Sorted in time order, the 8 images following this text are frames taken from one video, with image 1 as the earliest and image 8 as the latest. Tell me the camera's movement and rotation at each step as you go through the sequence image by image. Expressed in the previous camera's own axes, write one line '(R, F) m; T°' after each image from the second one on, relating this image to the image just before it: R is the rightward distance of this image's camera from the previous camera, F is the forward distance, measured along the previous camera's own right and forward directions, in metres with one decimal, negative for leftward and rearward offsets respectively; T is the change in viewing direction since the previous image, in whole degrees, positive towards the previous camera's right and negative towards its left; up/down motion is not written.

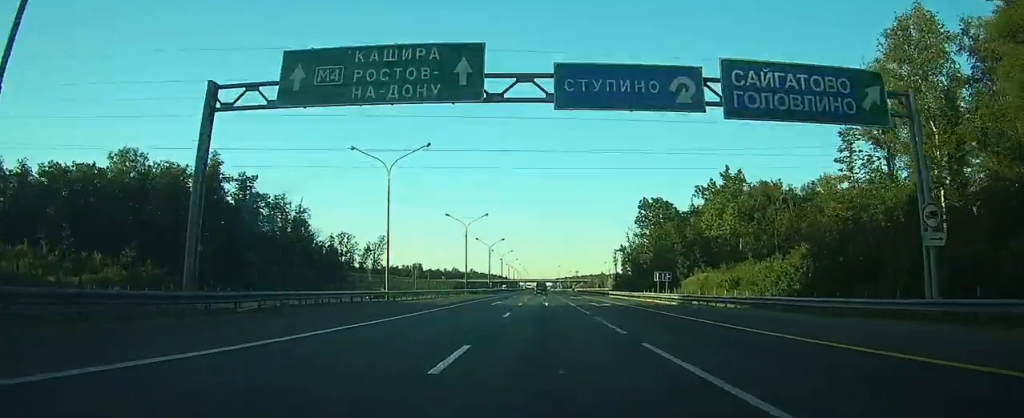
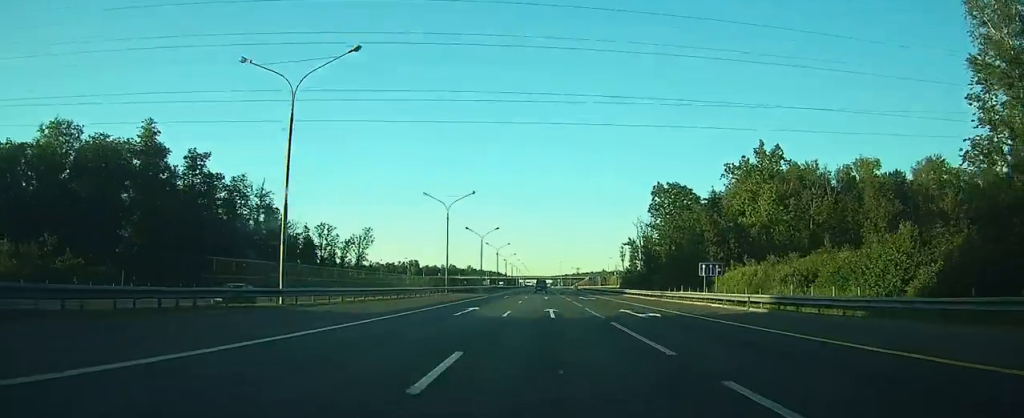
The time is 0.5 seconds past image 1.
(0.0, +17.6) m; 0°
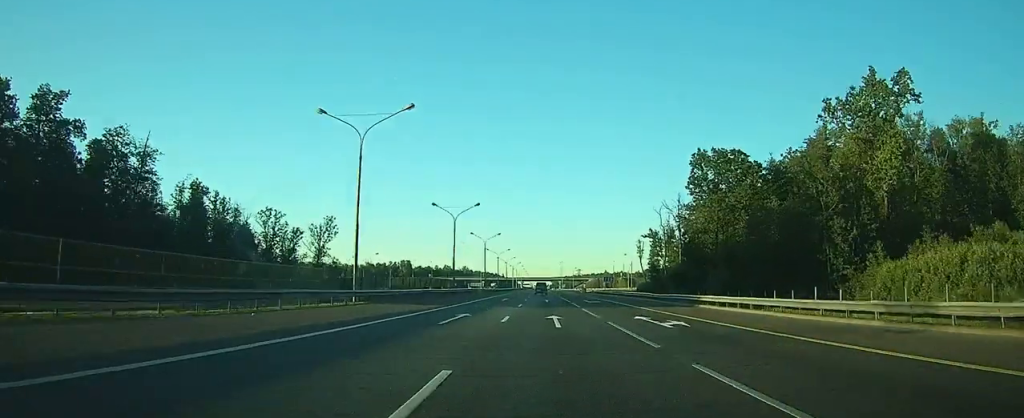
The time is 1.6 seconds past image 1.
(0.0, +34.1) m; 0°
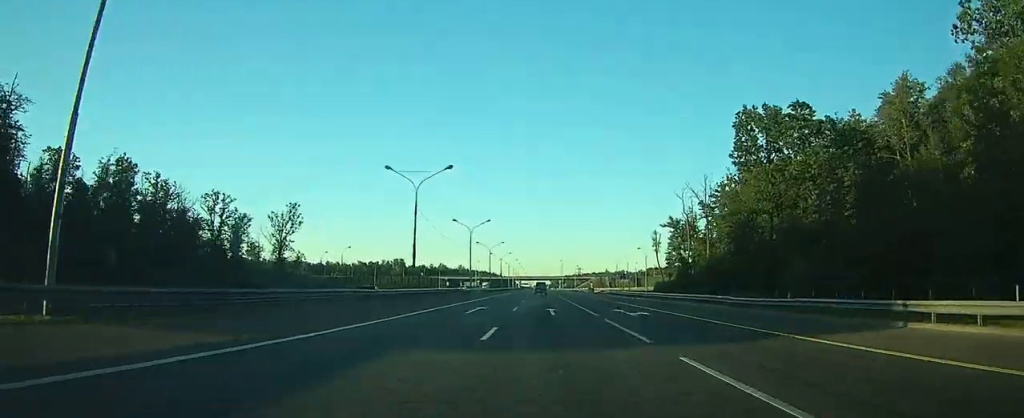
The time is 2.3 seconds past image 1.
(0.0, +23.1) m; 0°
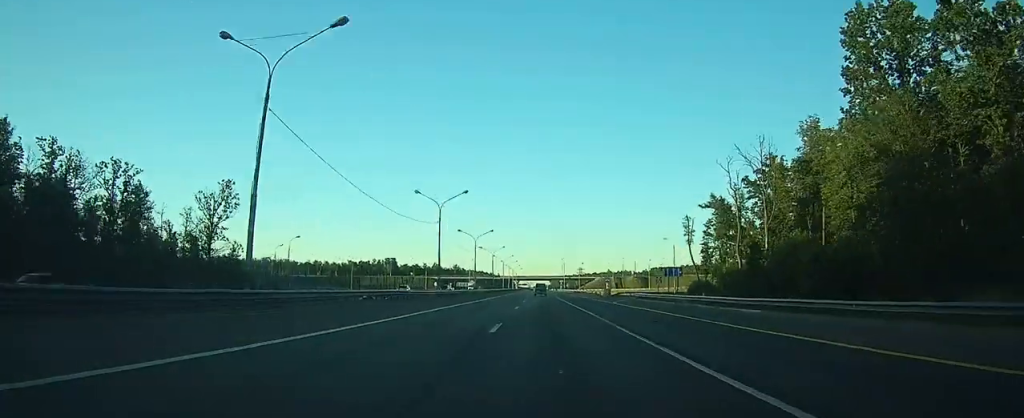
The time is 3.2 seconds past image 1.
(0.0, +29.6) m; 0°
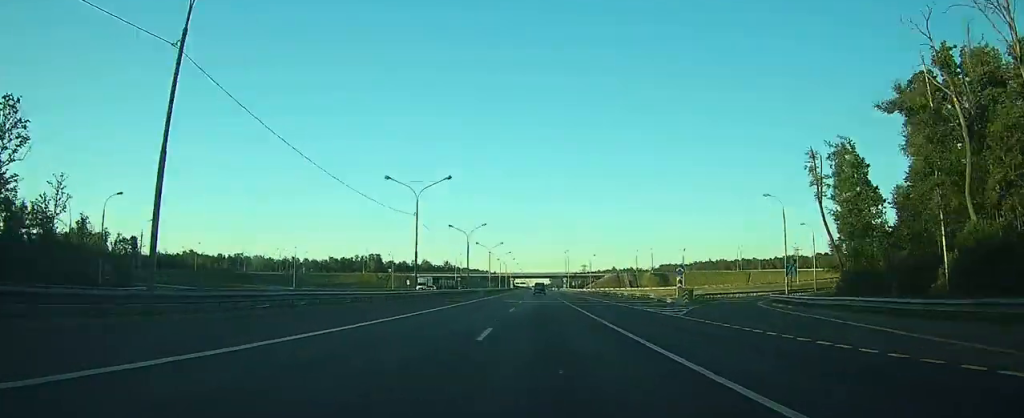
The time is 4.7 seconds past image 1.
(0.0, +50.3) m; 0°
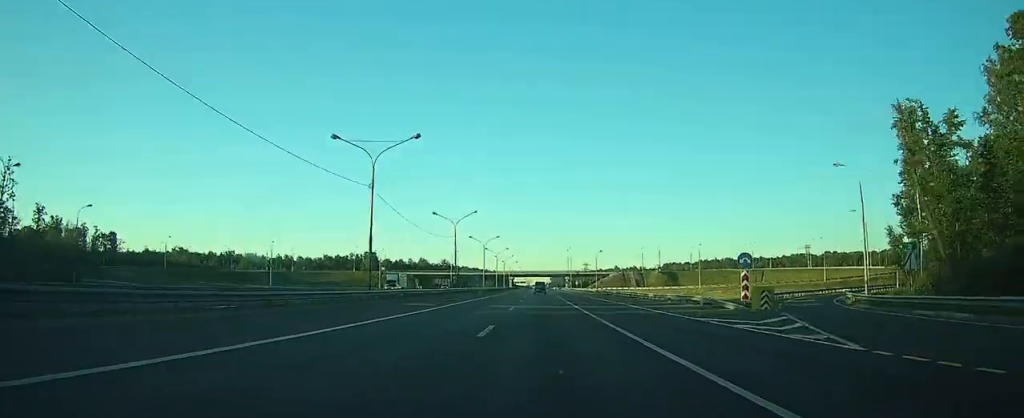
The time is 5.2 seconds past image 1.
(0.0, +15.3) m; 0°
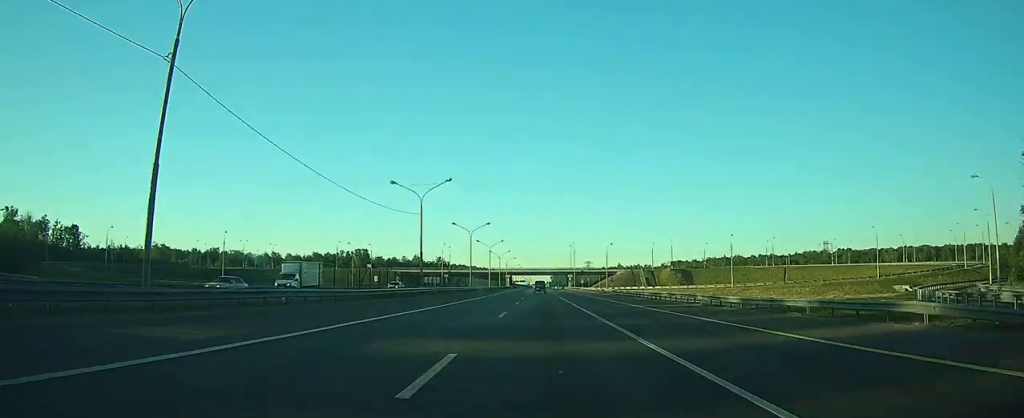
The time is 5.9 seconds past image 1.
(0.0, +24.0) m; 0°
